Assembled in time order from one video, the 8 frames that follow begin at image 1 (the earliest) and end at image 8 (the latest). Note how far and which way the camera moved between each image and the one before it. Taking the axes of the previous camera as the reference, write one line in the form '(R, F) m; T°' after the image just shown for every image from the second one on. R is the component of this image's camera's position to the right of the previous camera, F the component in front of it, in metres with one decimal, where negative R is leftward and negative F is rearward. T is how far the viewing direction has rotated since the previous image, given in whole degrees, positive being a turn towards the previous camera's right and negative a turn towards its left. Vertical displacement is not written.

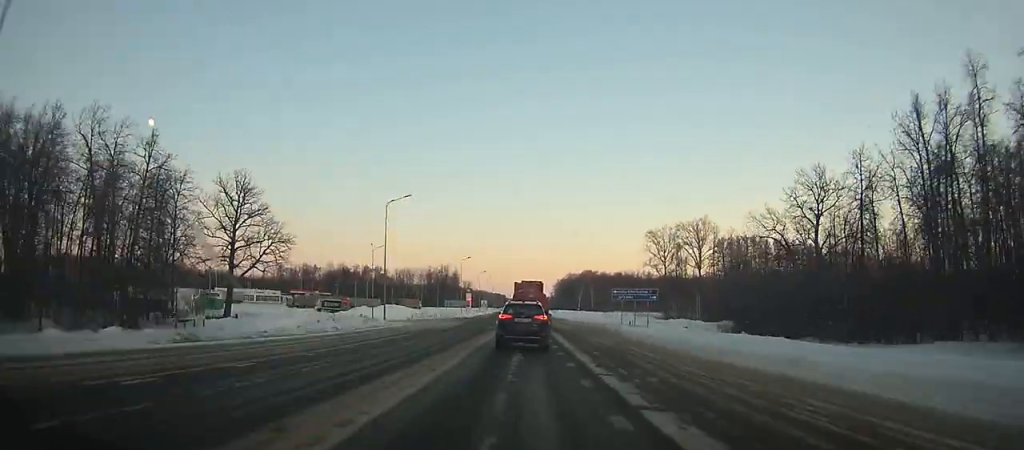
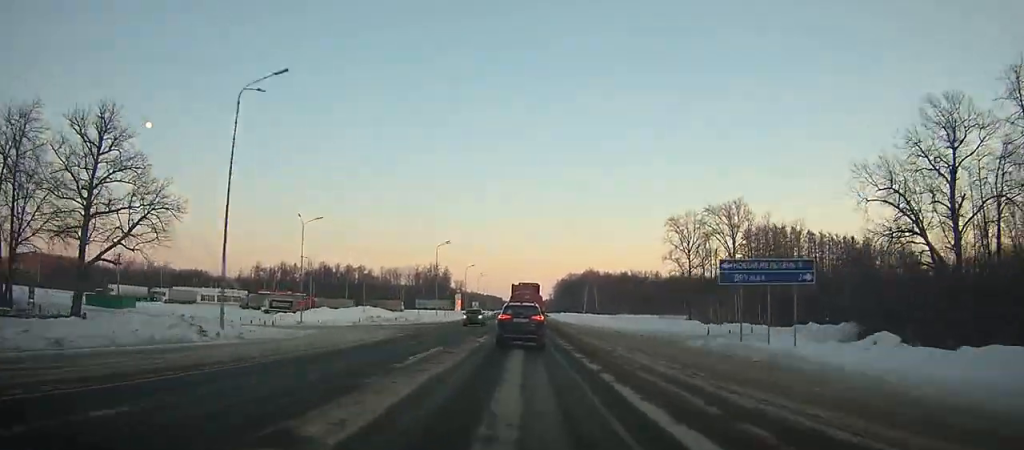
(0.0, +29.3) m; 0°
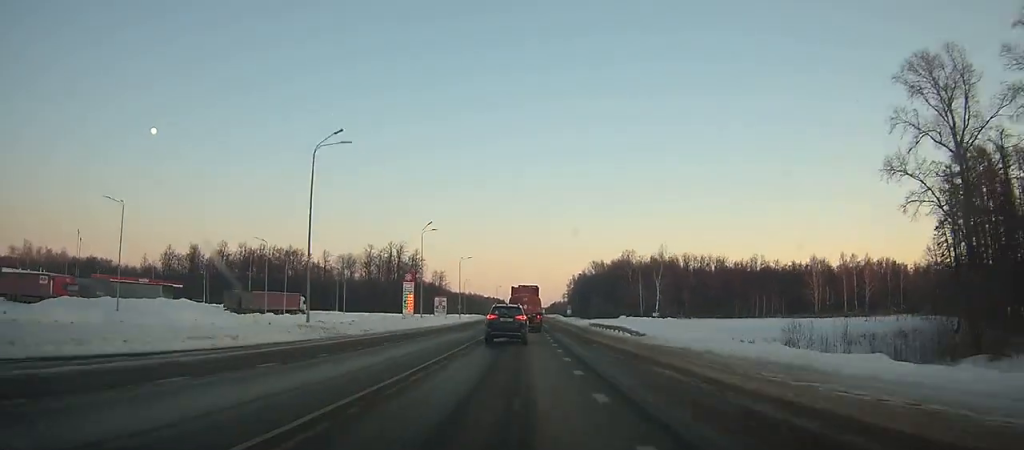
(-0.3, +97.9) m; 0°
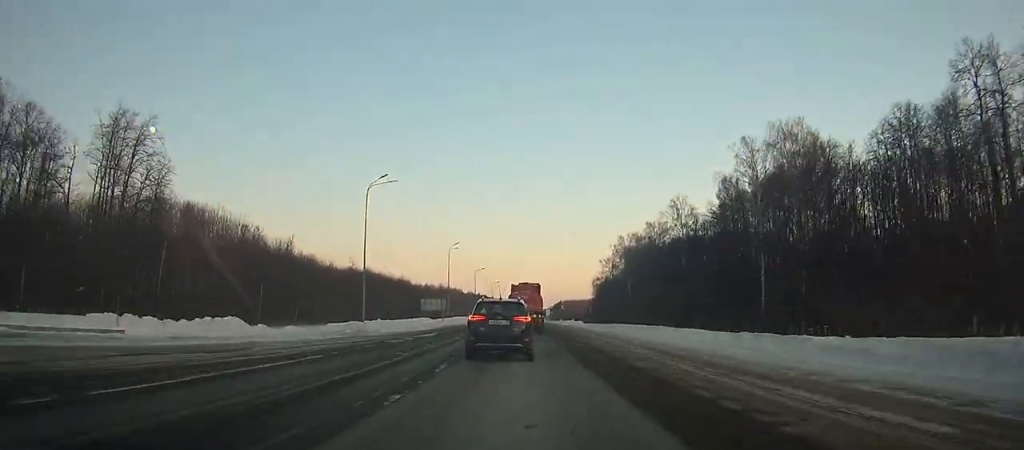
(+0.8, +181.5) m; +1°
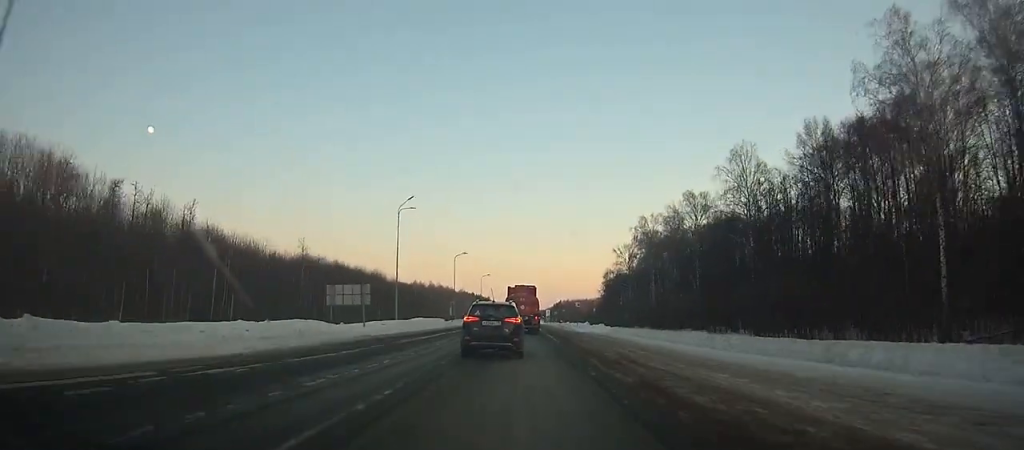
(0.0, +35.5) m; 0°
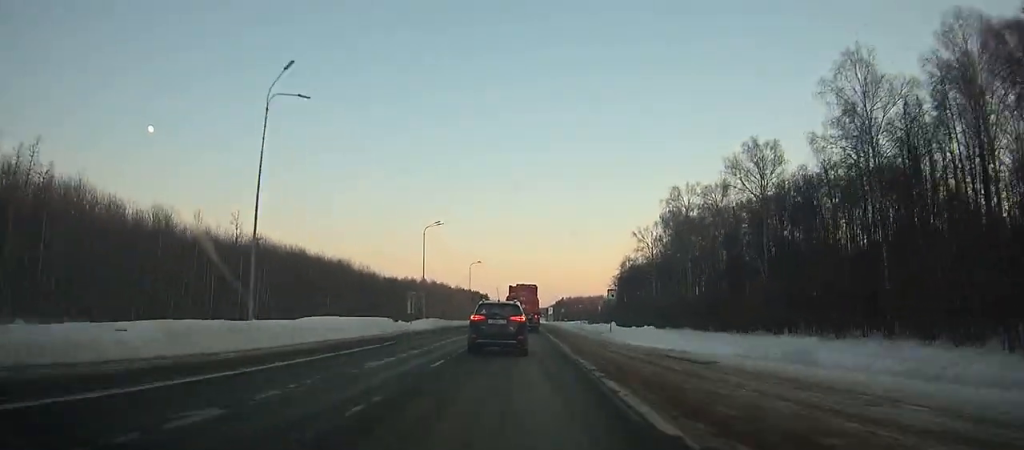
(+0.1, +29.5) m; 0°
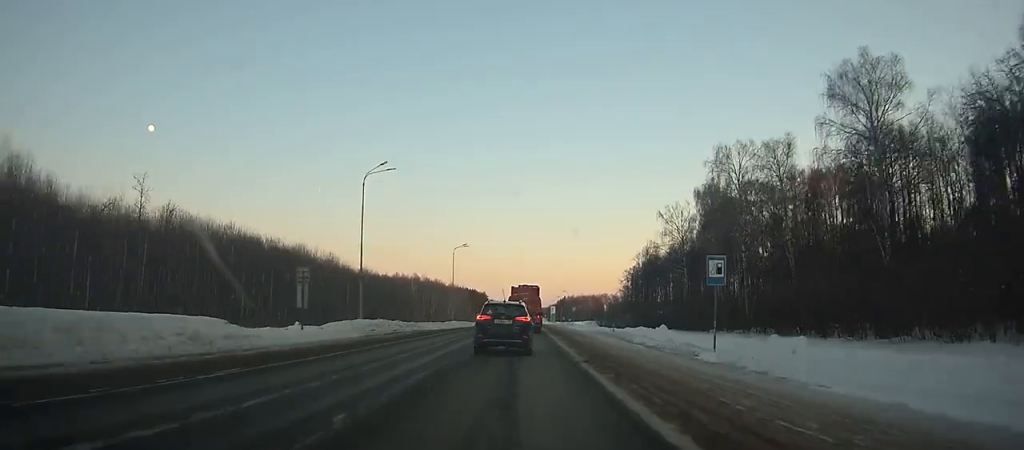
(-0.1, +25.5) m; 0°
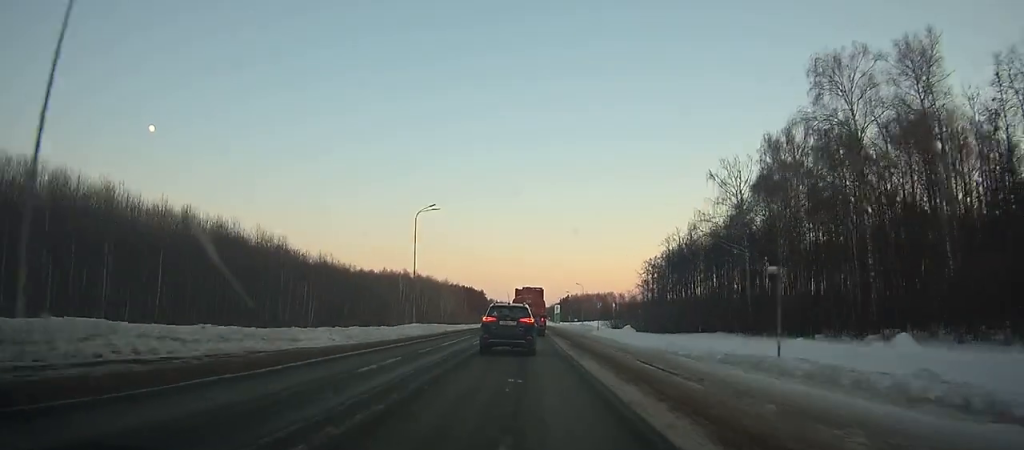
(-0.1, +29.5) m; 0°
